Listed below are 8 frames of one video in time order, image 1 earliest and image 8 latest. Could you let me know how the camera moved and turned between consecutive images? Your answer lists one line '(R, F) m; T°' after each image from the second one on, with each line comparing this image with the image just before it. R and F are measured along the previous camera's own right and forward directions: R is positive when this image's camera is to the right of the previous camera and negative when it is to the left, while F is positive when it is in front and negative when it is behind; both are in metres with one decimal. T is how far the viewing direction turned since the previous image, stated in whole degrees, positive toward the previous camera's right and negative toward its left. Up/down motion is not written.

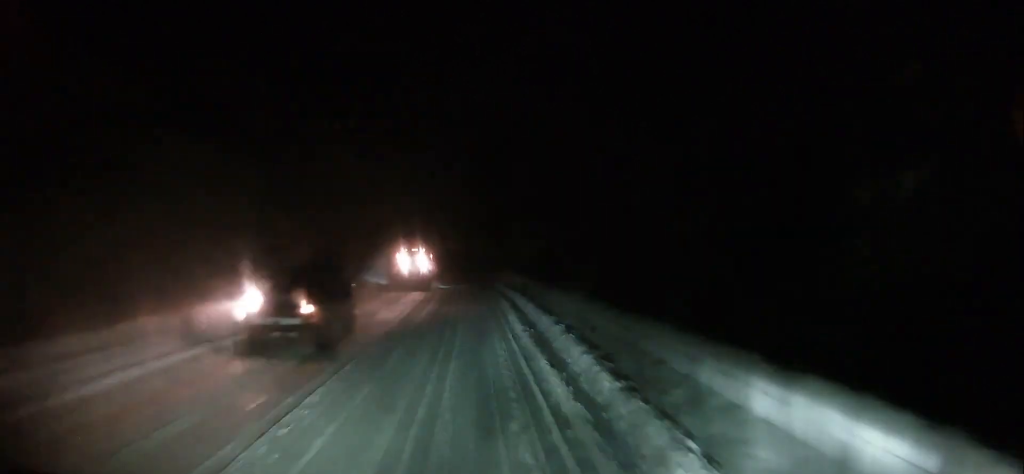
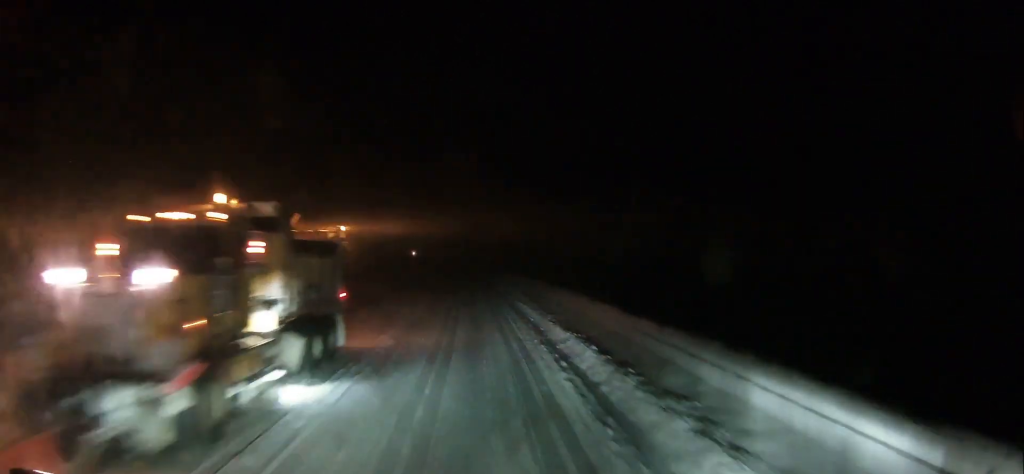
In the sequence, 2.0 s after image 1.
(-0.2, +24.5) m; +1°
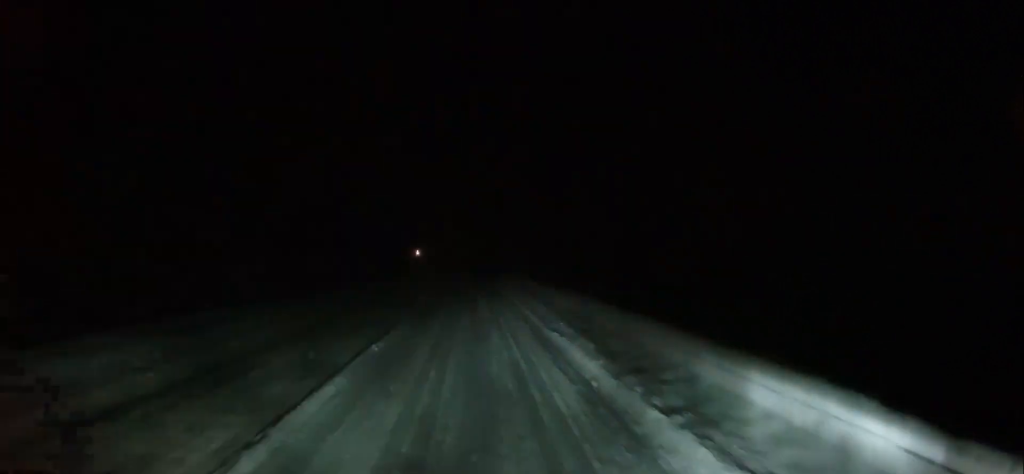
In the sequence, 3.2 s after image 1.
(+0.2, +13.4) m; 0°
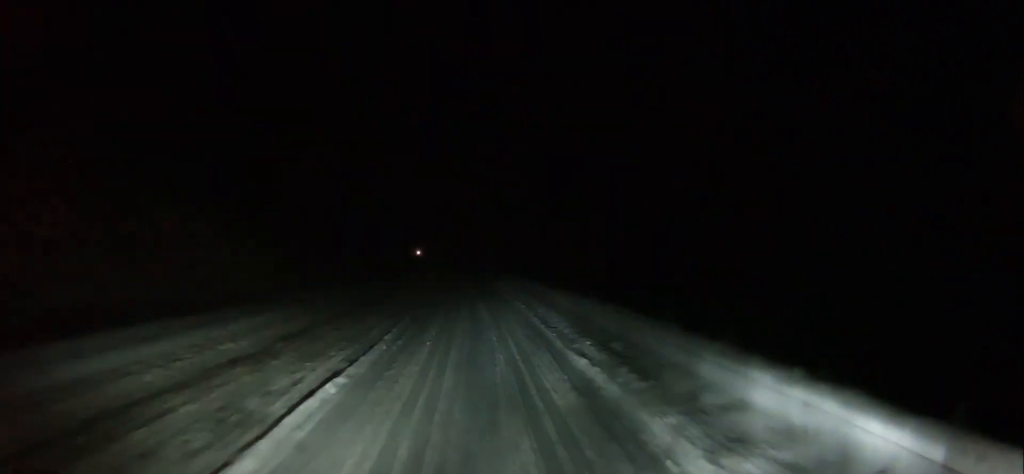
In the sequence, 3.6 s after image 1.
(0.0, +5.1) m; -1°
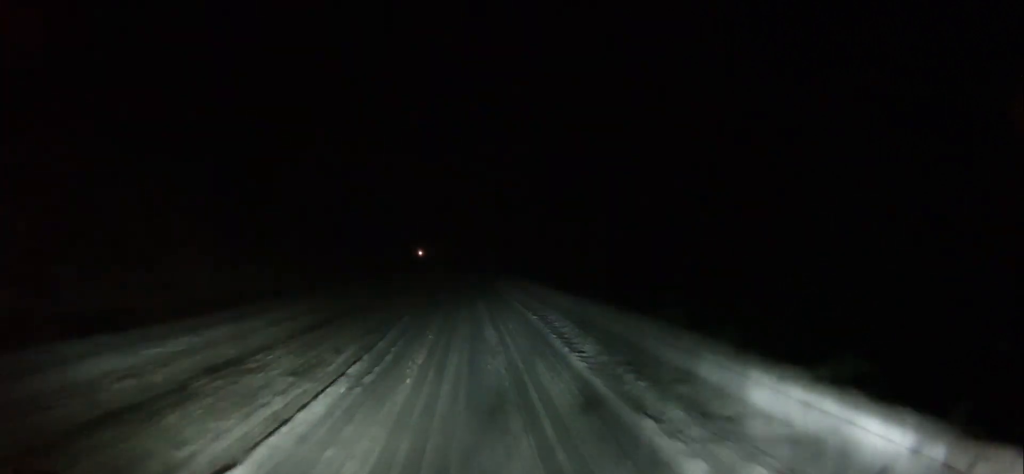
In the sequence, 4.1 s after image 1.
(-0.1, +5.6) m; -1°
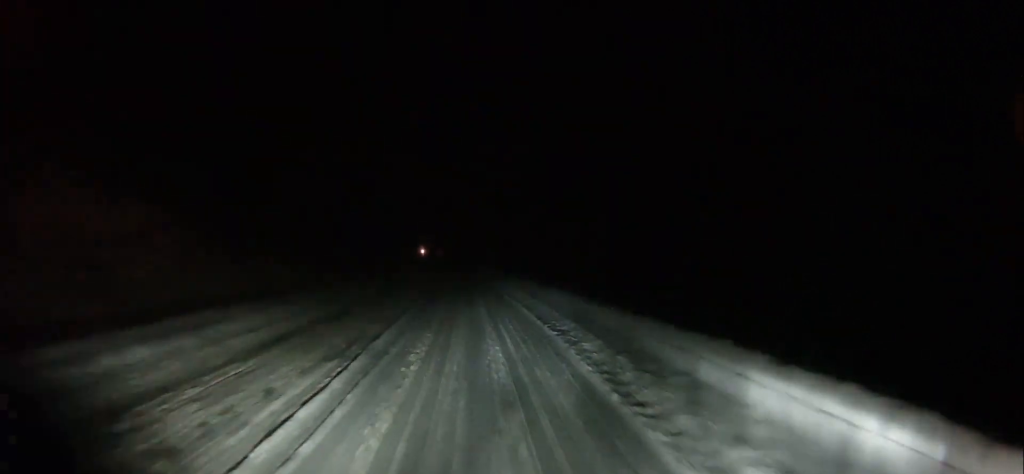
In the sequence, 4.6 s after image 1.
(0.0, +6.0) m; -1°
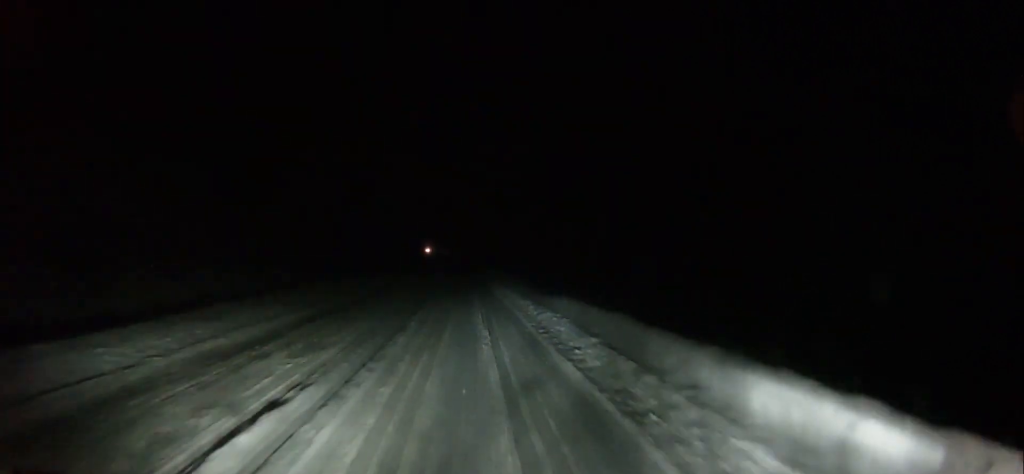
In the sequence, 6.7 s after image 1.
(-0.1, +27.0) m; 0°
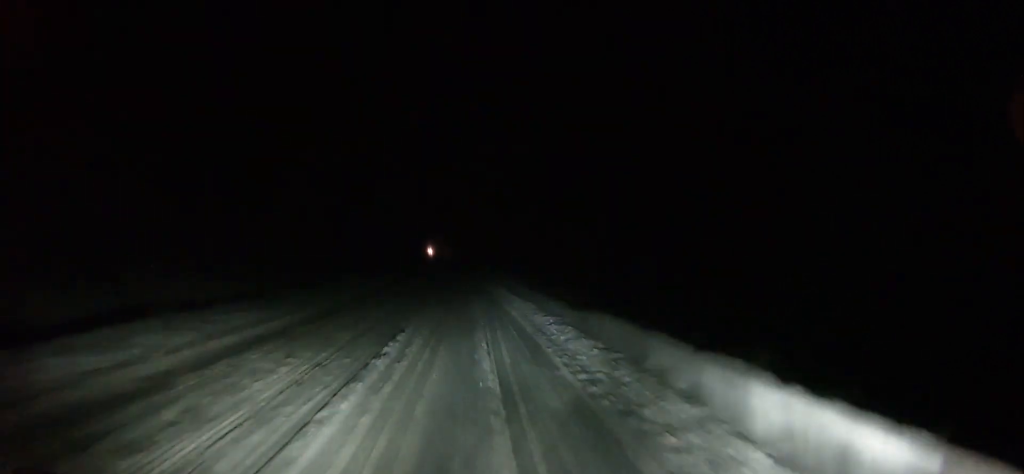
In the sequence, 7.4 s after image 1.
(-0.1, +8.0) m; -1°
